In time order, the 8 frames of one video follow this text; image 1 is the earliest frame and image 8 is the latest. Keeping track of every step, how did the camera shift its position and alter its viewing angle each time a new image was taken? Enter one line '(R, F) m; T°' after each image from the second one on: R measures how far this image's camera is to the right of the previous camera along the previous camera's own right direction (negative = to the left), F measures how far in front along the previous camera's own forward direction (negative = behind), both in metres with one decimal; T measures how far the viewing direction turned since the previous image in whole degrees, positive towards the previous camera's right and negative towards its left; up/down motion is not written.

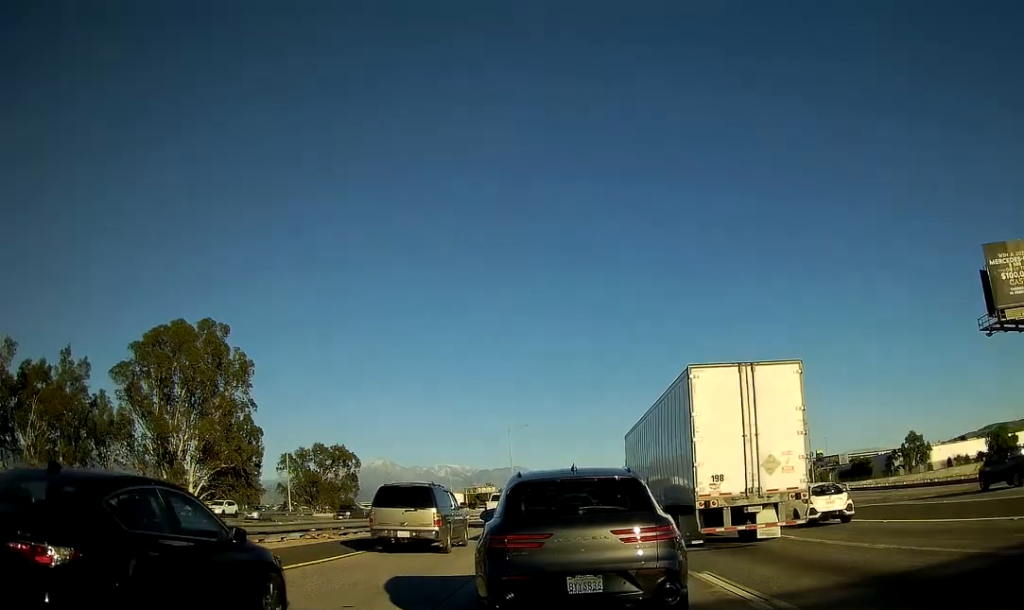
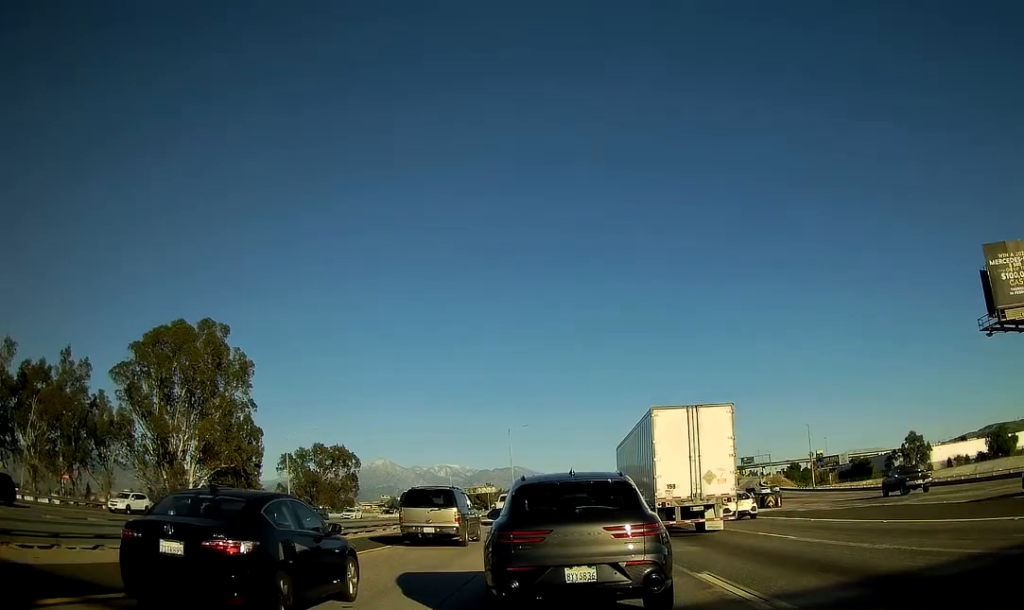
(0.0, 0.0) m; 0°
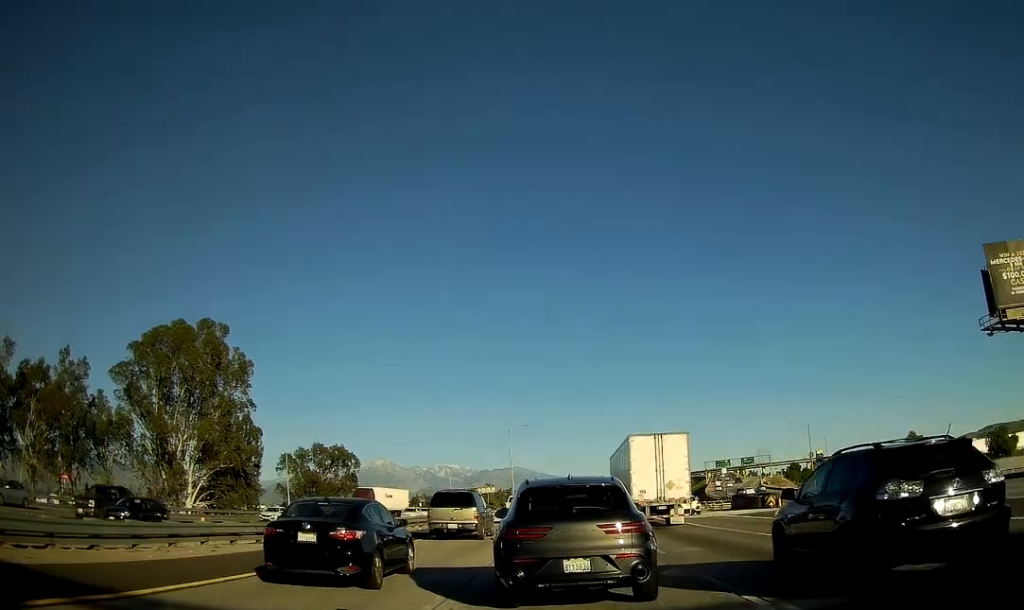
(0.0, 0.0) m; 0°
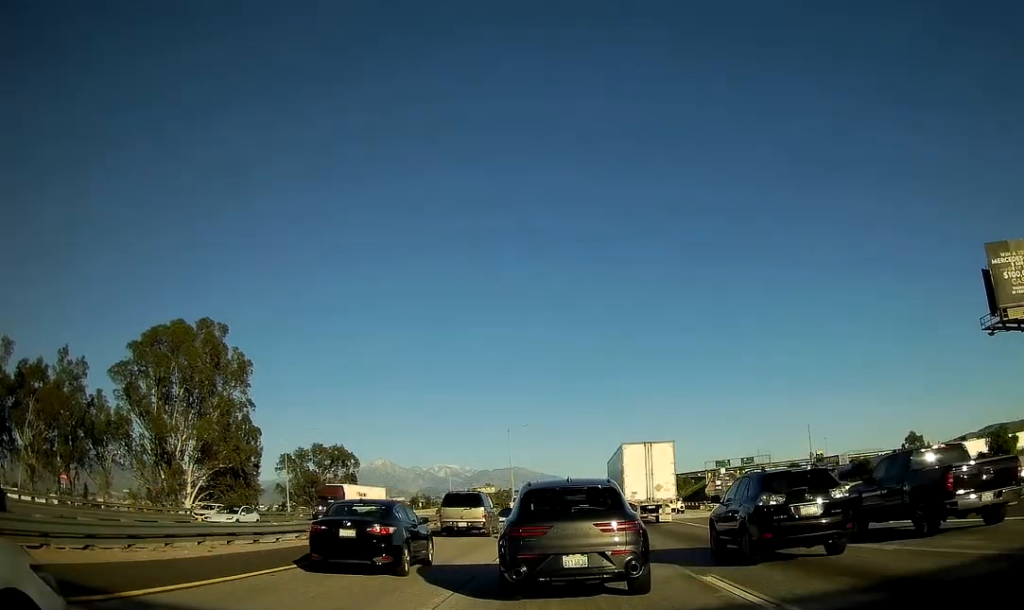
(0.0, +0.1) m; 0°
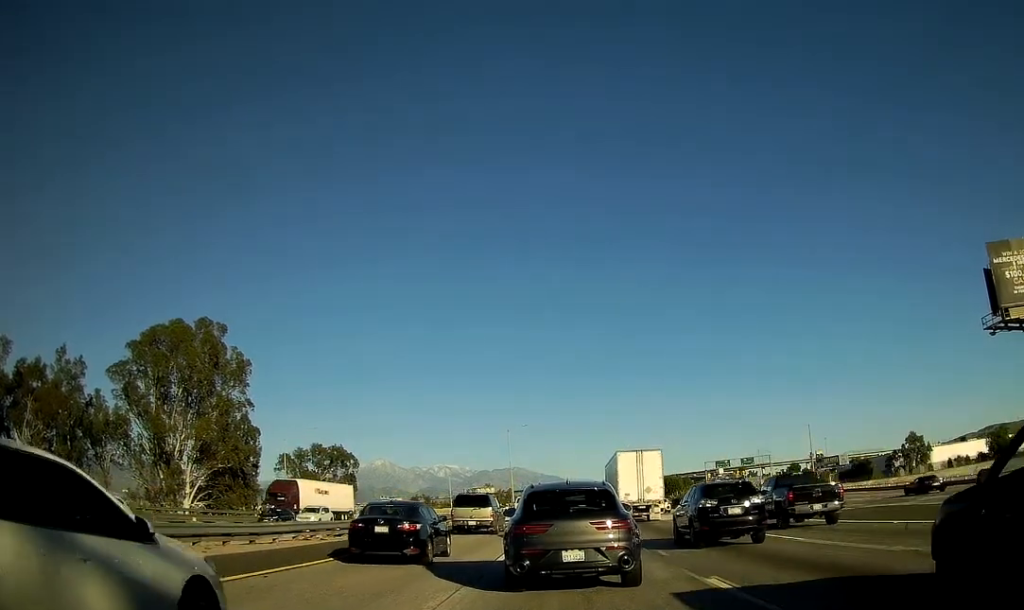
(0.0, +0.2) m; 0°
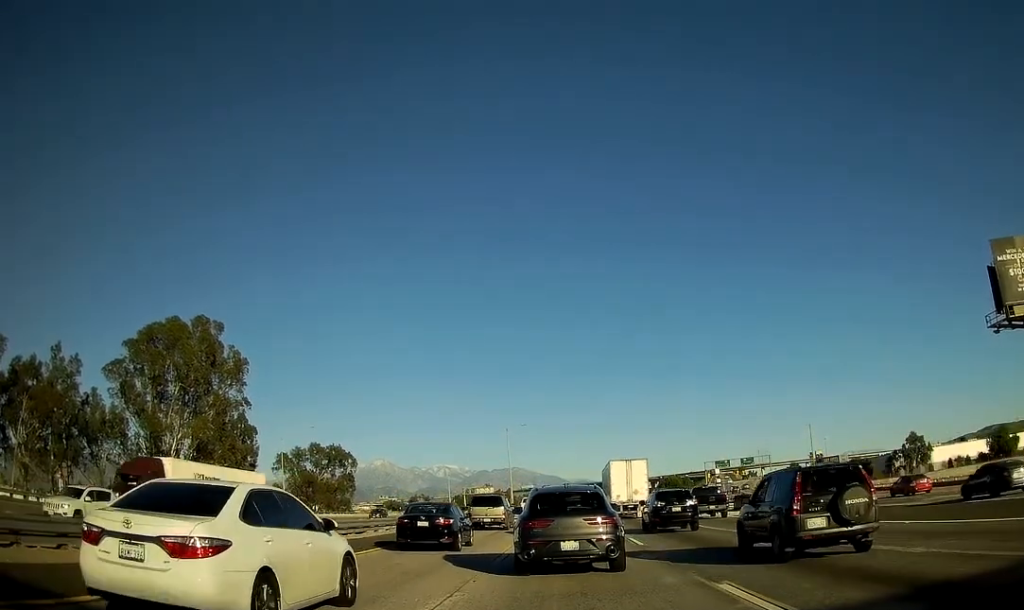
(0.0, +0.5) m; 0°
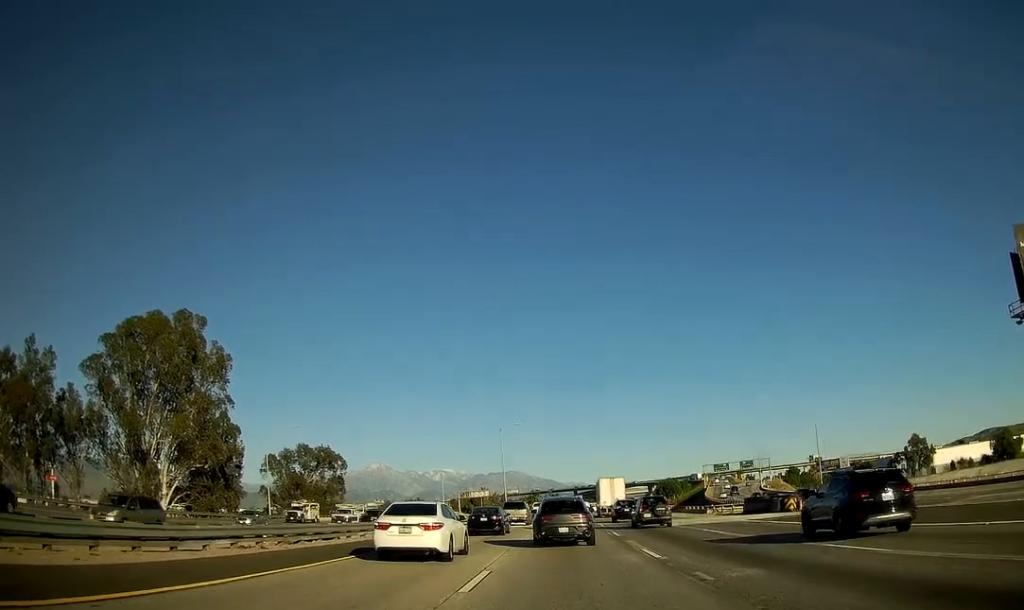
(0.0, +3.4) m; 0°
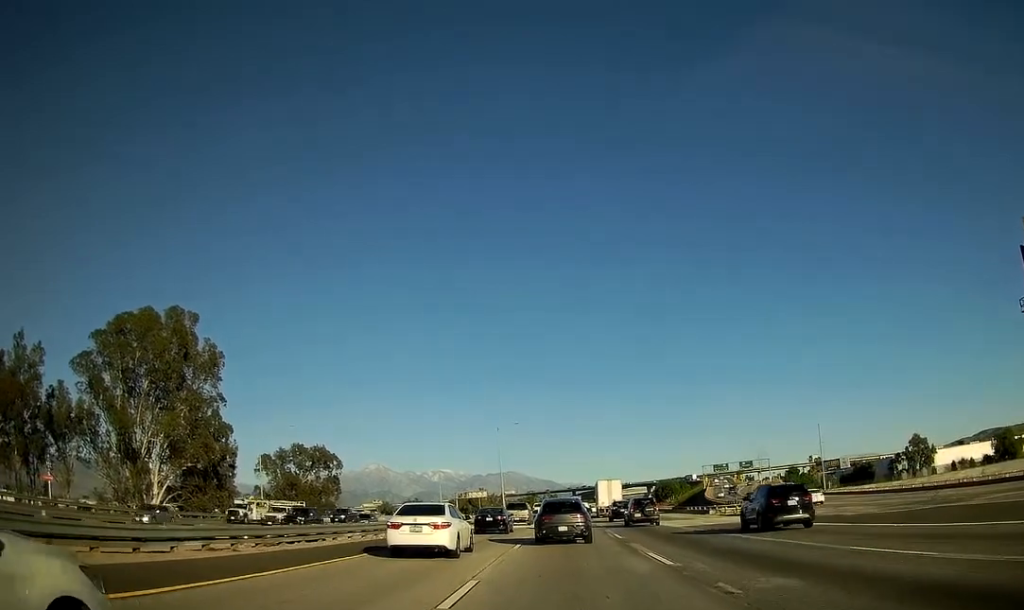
(0.0, +1.0) m; 0°
